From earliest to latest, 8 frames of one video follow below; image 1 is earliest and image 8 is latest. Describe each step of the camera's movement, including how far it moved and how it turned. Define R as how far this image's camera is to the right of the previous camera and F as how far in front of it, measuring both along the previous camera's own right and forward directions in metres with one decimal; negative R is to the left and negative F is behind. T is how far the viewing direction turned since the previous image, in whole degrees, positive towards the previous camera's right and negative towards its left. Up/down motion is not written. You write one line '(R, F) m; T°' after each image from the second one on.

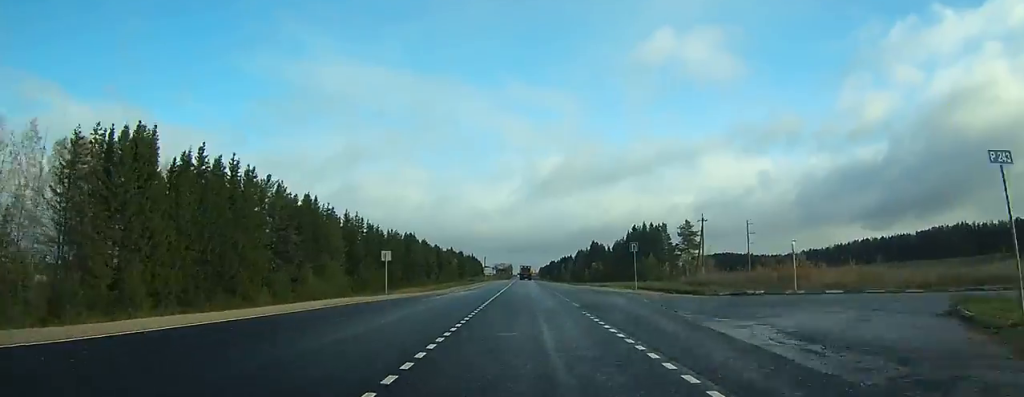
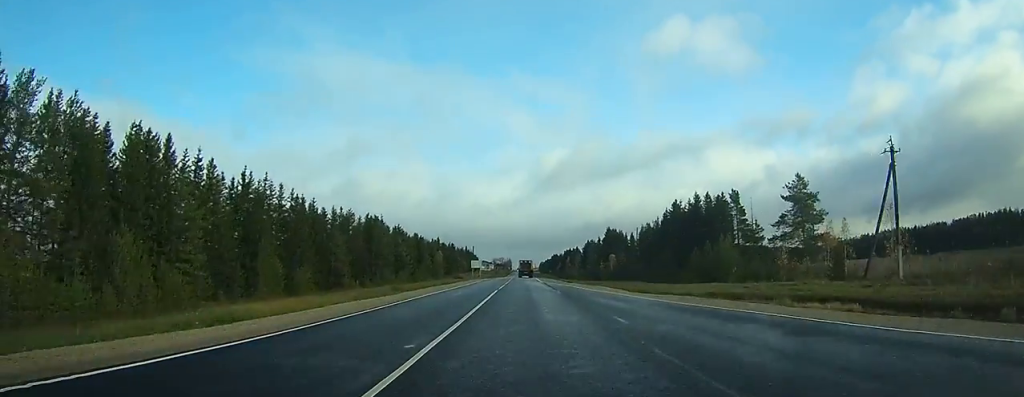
(-0.1, +43.3) m; 0°
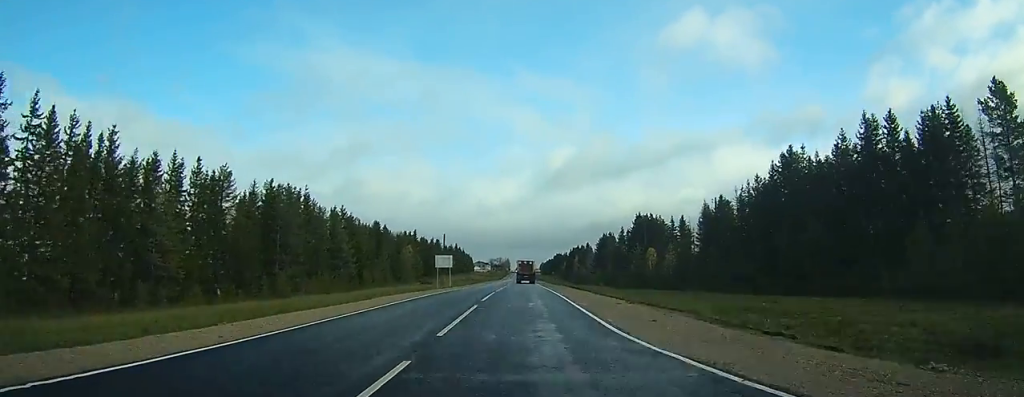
(-0.2, +51.9) m; 0°
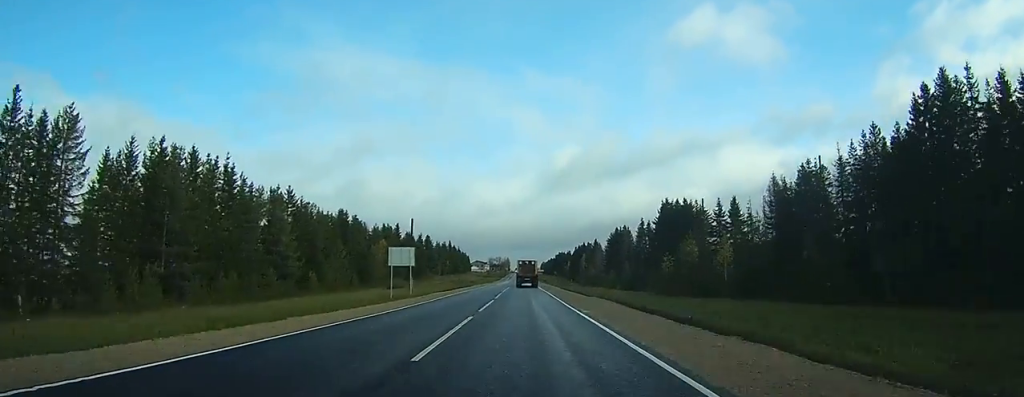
(0.0, +26.5) m; 0°
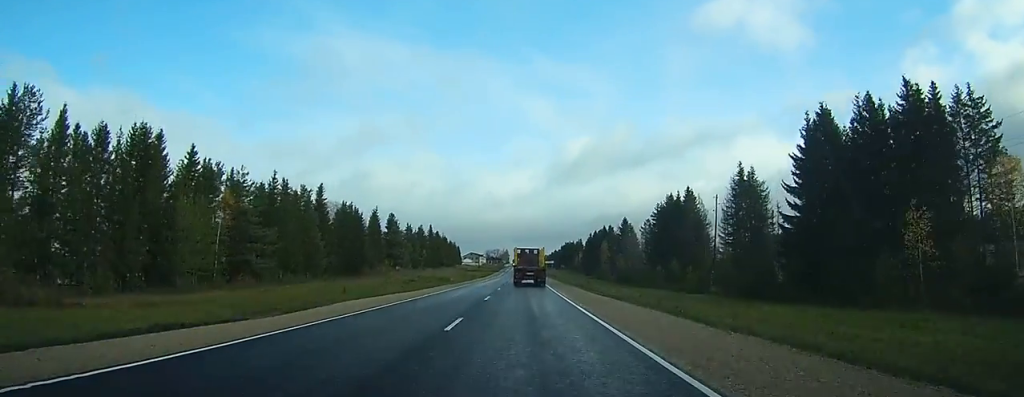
(-0.1, +62.0) m; 0°
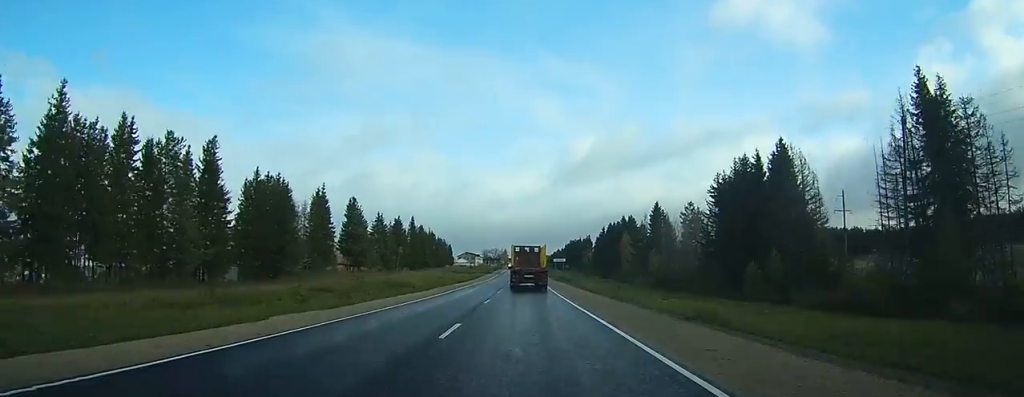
(0.0, +38.1) m; +1°
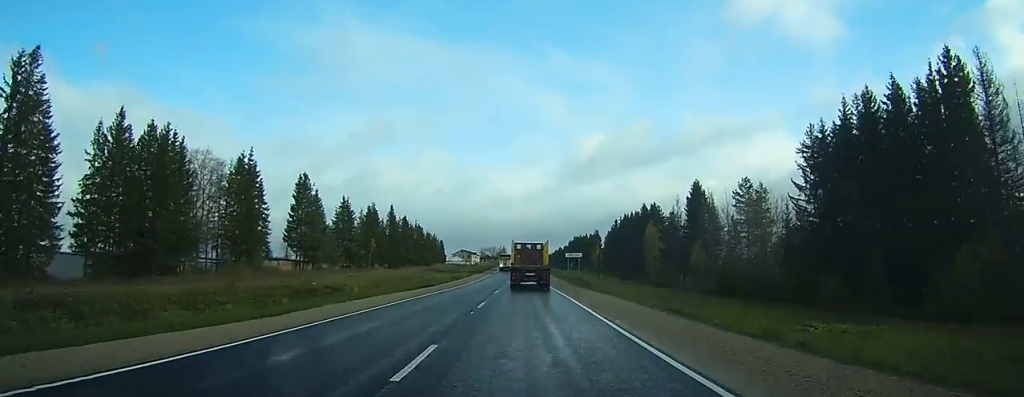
(+0.3, +29.4) m; +1°
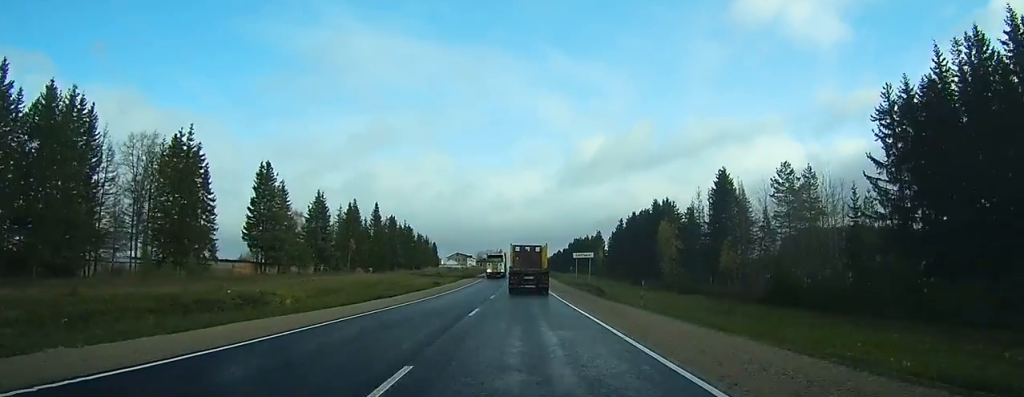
(+0.1, +14.2) m; 0°
